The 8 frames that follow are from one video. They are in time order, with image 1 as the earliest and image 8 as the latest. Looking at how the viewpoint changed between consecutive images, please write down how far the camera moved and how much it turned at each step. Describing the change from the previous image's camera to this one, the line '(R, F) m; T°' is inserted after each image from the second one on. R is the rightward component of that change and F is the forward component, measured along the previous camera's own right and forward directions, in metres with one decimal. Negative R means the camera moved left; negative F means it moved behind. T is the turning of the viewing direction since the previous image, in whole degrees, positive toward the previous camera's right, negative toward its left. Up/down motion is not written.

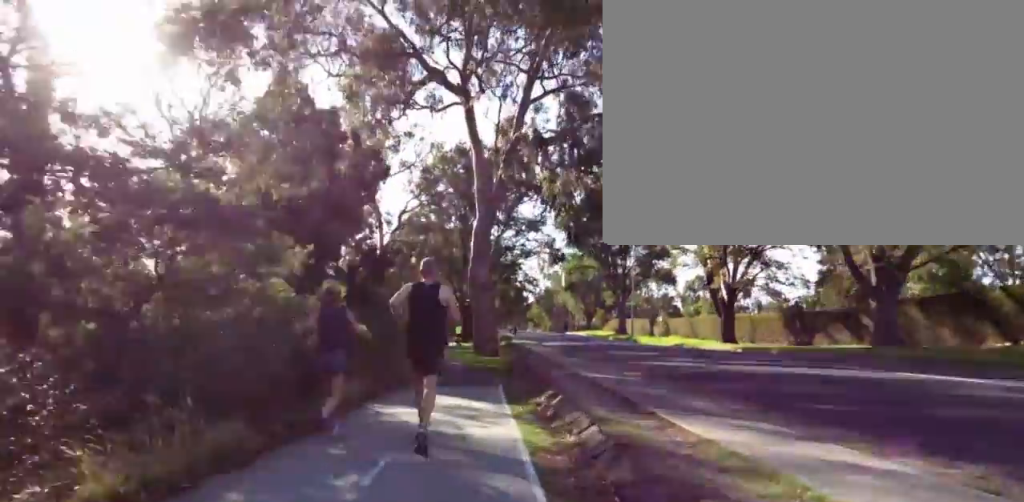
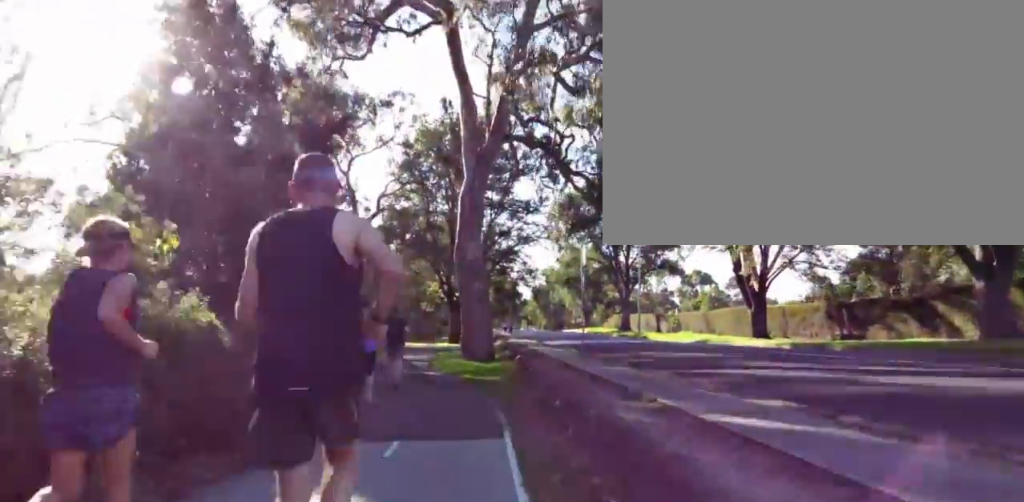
(-0.6, +7.0) m; -2°
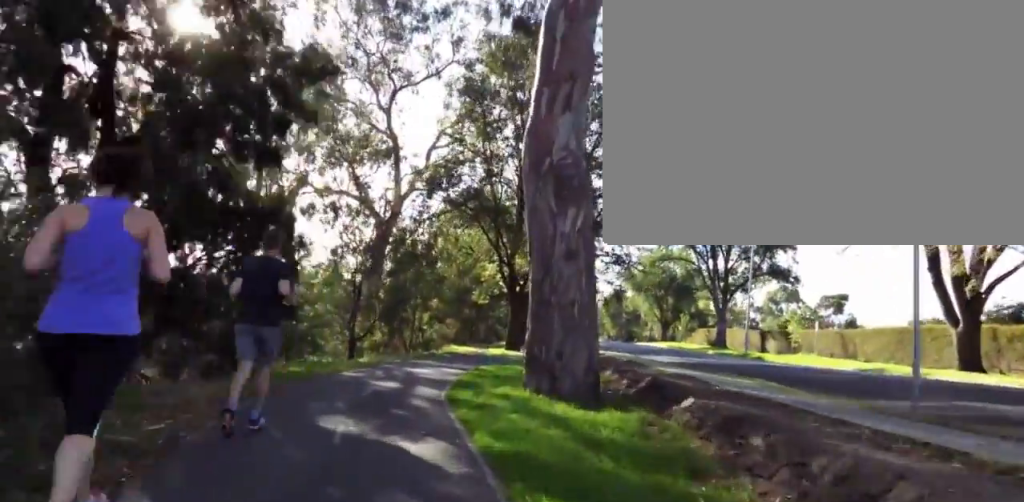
(0.0, +13.2) m; -3°
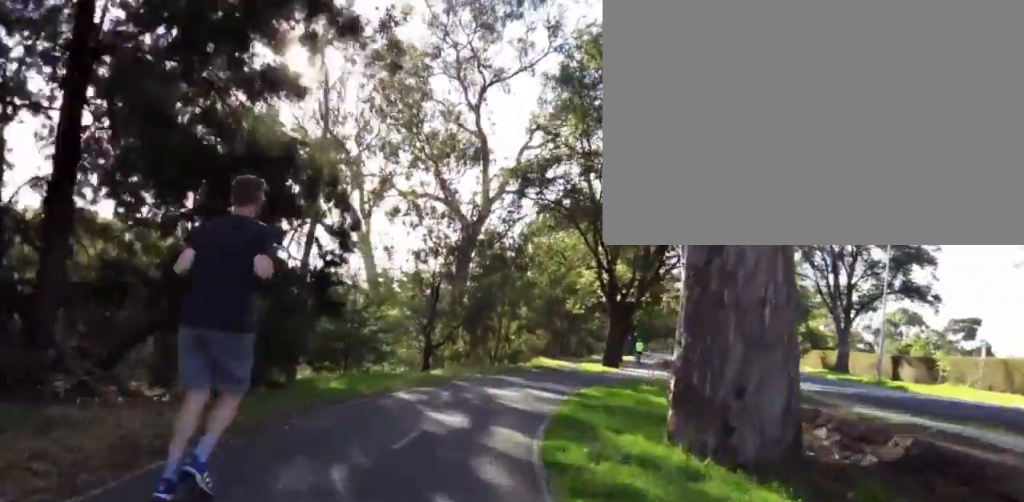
(-0.1, +3.9) m; 0°
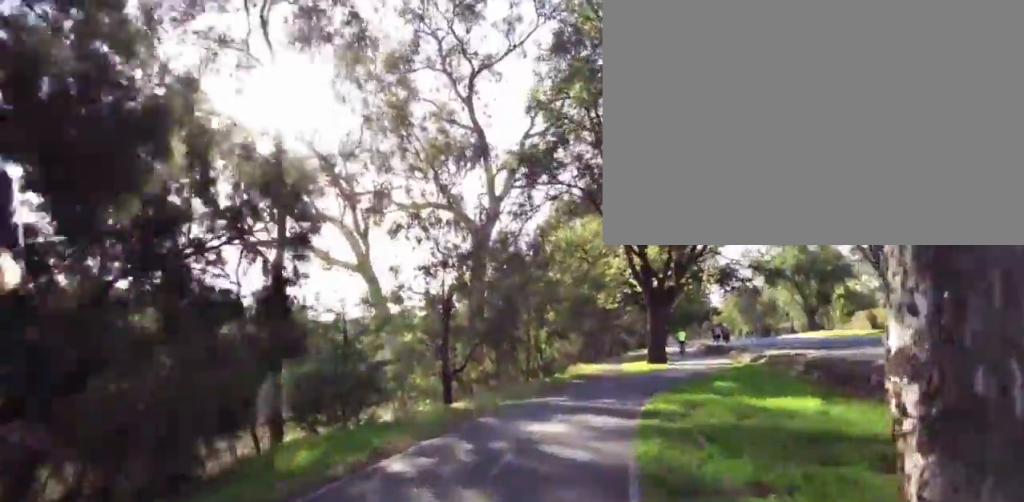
(-0.1, +3.2) m; +2°
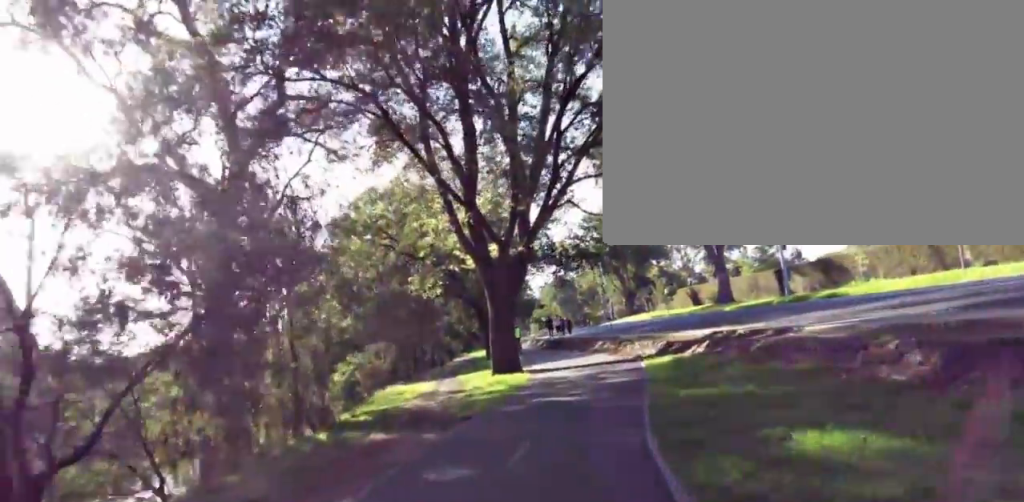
(+0.7, +9.6) m; +10°
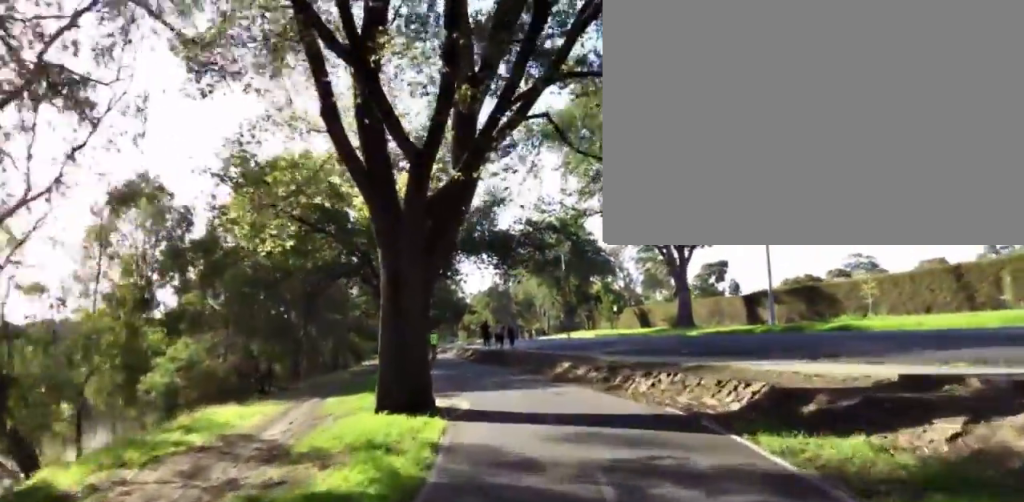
(+0.7, +8.8) m; +9°
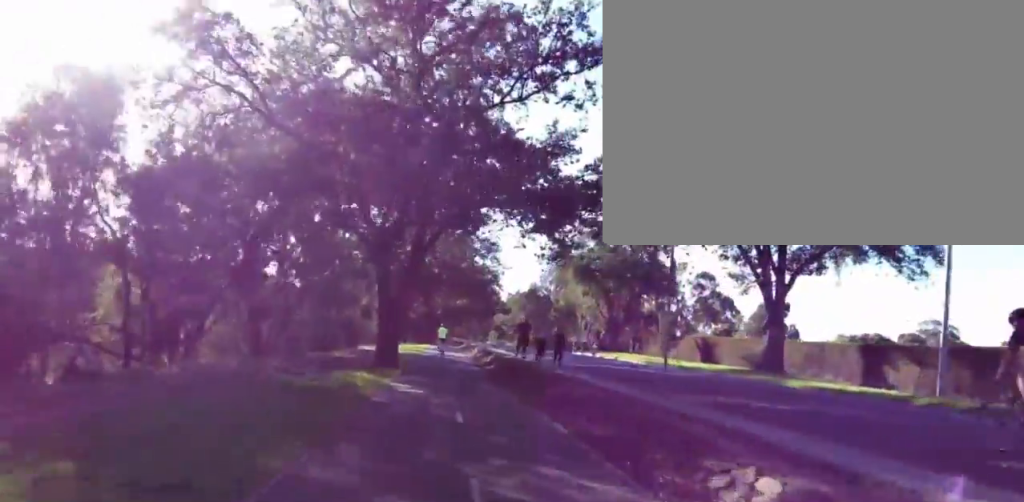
(+0.1, +10.0) m; -4°
